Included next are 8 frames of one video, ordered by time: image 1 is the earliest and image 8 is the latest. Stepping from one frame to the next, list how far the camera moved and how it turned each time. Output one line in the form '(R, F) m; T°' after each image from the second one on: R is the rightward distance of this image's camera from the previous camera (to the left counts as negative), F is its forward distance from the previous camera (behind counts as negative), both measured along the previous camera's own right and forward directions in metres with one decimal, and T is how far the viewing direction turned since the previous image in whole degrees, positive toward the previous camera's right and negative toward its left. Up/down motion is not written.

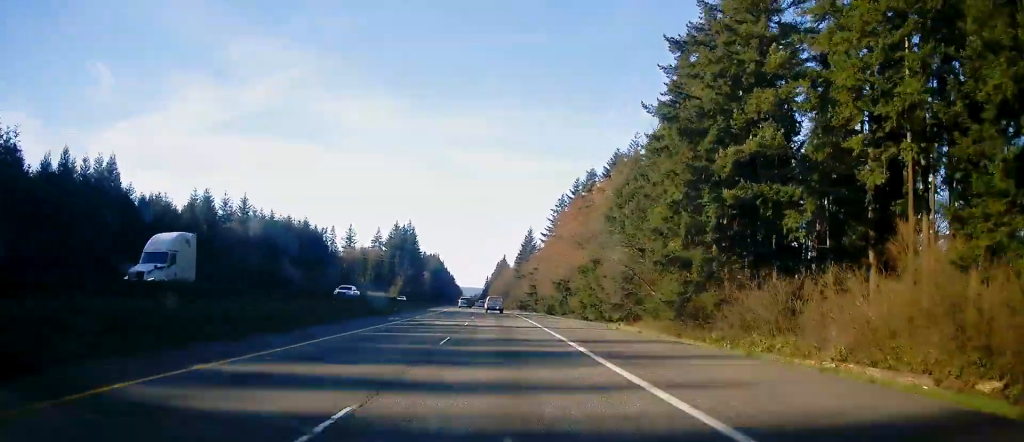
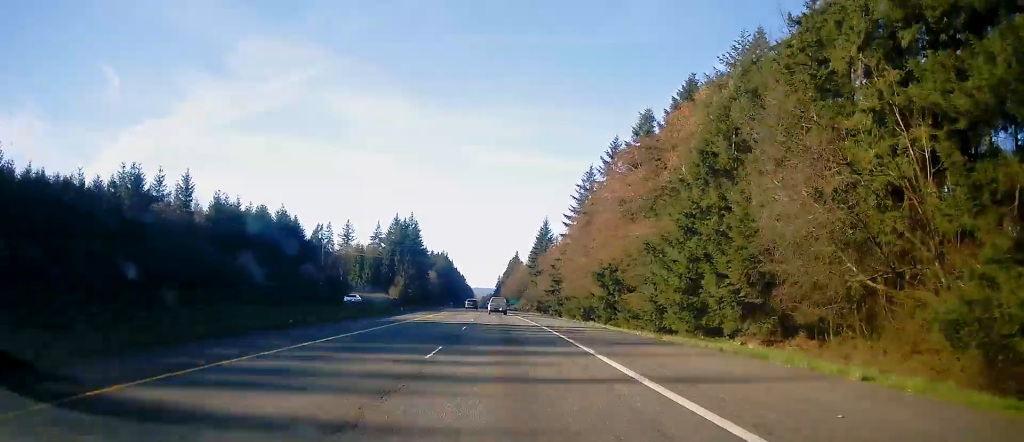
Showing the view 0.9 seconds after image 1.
(-0.6, +28.4) m; -1°
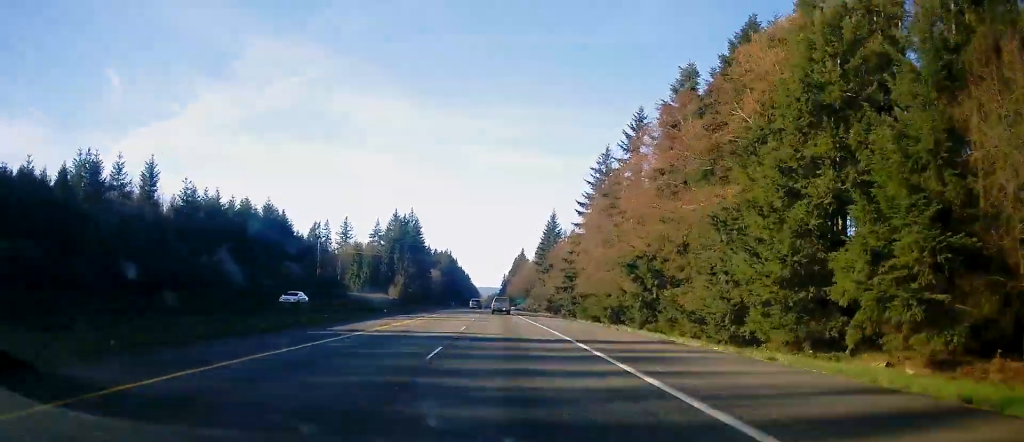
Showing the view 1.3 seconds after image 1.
(0.0, +12.6) m; 0°
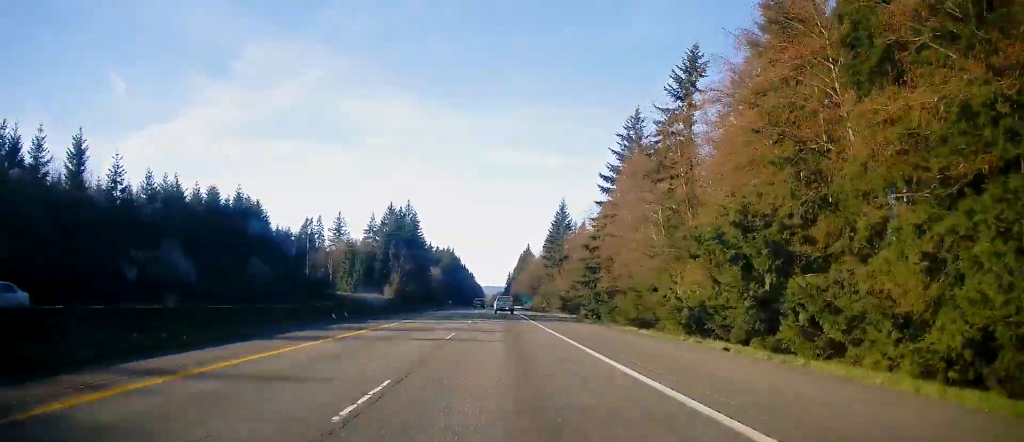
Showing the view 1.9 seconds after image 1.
(0.0, +18.8) m; 0°
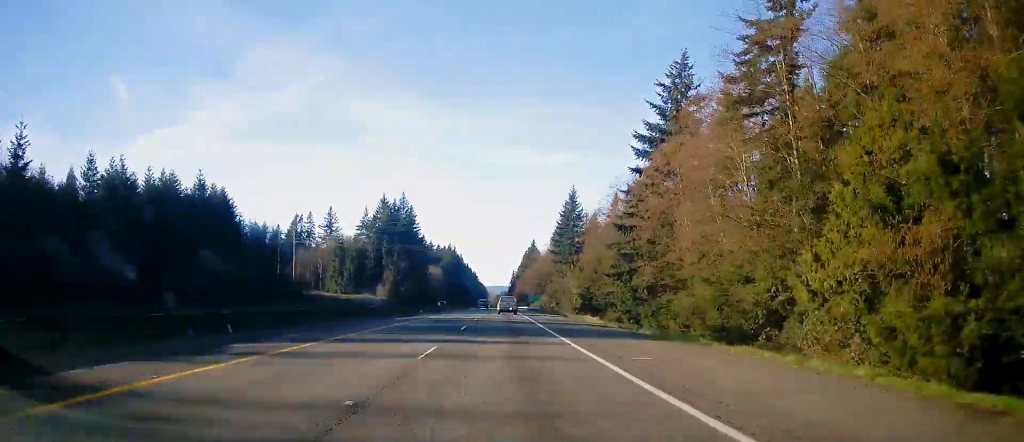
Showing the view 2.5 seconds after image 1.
(0.0, +18.6) m; -1°
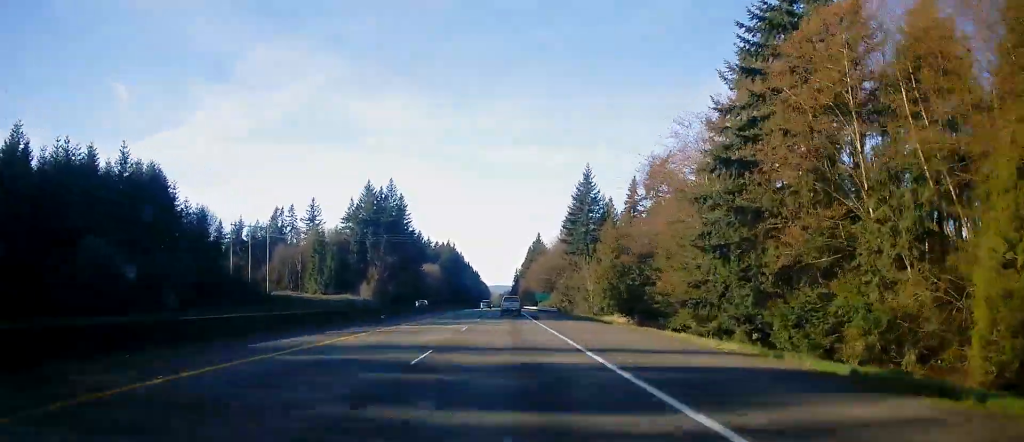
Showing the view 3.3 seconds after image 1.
(-0.2, +25.7) m; -1°
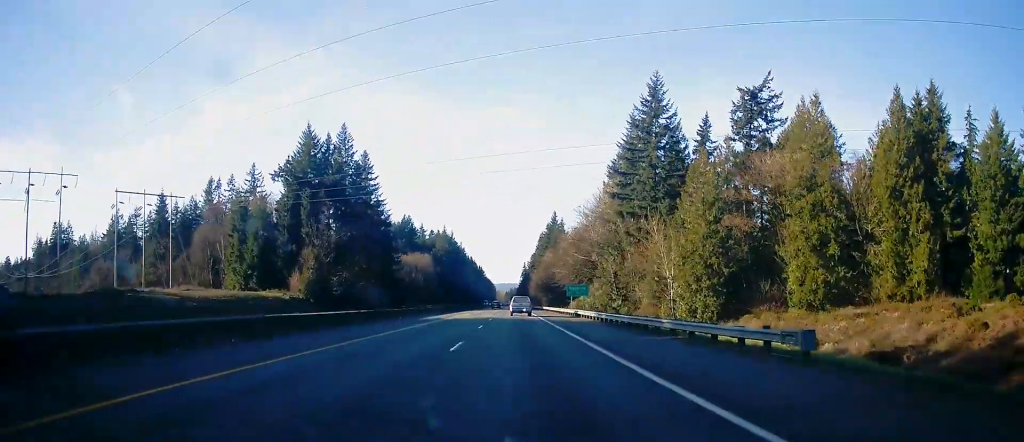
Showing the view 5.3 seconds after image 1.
(-0.4, +59.8) m; -1°
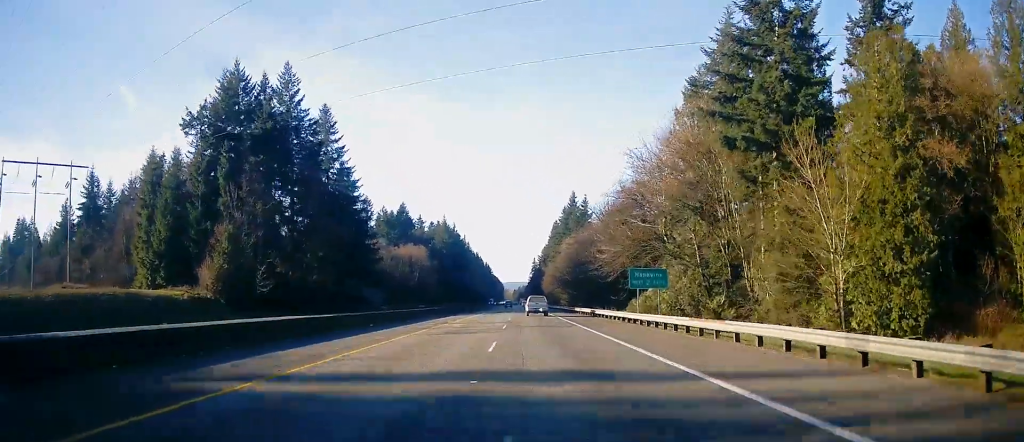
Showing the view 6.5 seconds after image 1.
(-0.3, +37.0) m; 0°
